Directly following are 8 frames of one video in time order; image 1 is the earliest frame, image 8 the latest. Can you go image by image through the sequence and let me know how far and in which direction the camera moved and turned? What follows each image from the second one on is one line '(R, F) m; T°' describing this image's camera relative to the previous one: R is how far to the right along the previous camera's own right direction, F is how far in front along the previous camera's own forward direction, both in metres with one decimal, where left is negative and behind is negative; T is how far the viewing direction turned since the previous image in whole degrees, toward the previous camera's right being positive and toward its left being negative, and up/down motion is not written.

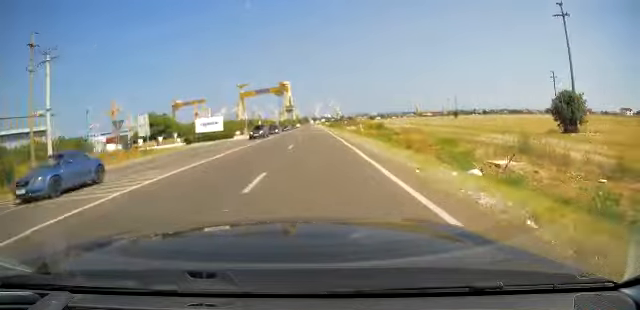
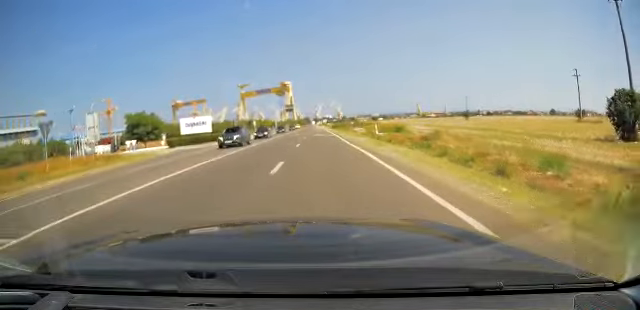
(0.0, +9.1) m; 0°
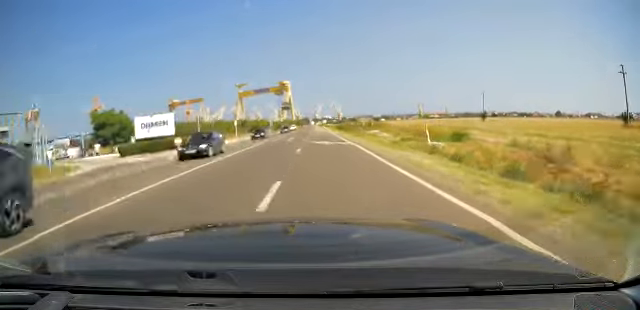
(+0.1, +15.6) m; -1°
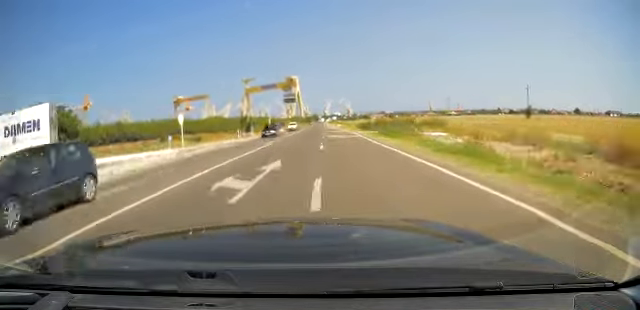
(-0.4, +23.4) m; 0°
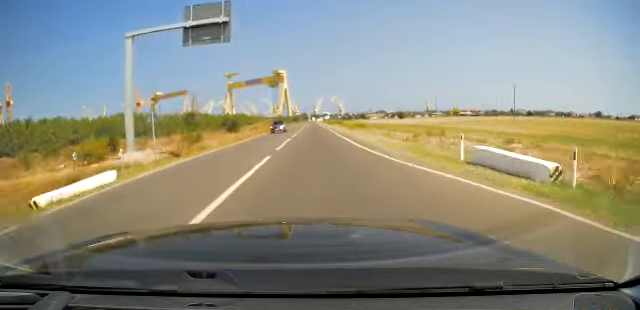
(+0.1, +64.8) m; 0°
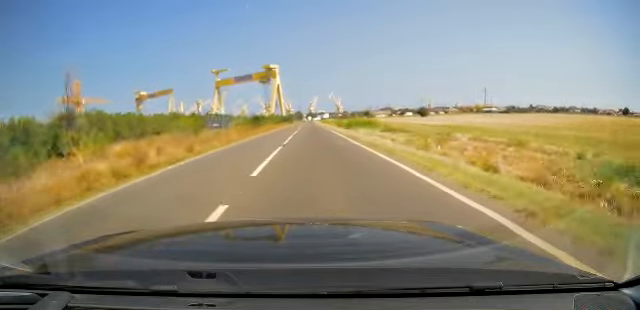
(+1.1, +56.3) m; +1°
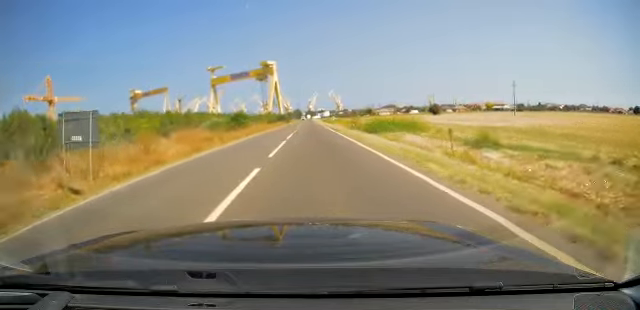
(-0.2, +20.1) m; 0°
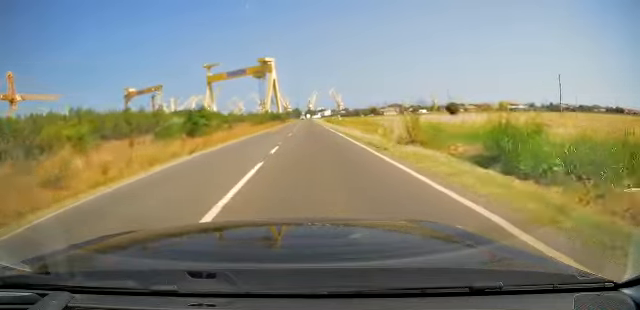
(-0.1, +23.2) m; 0°
